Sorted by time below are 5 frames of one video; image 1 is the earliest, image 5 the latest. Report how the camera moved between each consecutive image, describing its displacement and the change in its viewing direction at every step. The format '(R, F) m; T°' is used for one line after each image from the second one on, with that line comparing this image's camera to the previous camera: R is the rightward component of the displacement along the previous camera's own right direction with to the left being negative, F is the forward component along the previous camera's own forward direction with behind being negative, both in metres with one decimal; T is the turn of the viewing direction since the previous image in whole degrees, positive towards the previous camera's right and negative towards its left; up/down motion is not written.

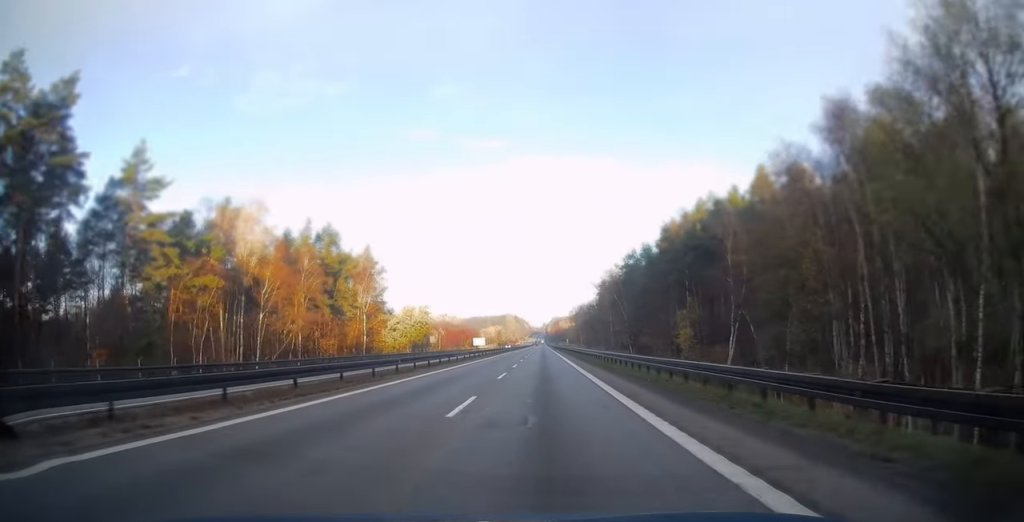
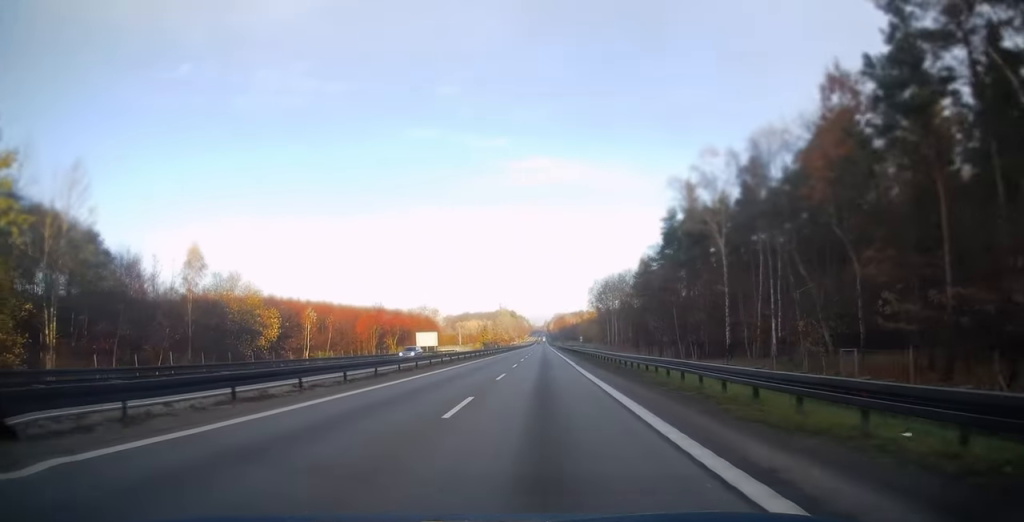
(+0.5, +95.3) m; 0°
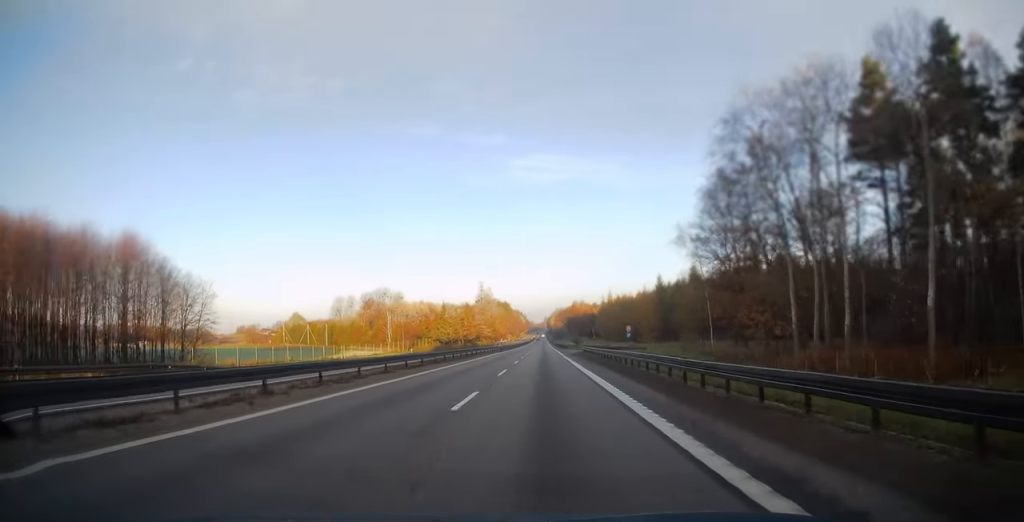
(+0.1, +106.0) m; 0°
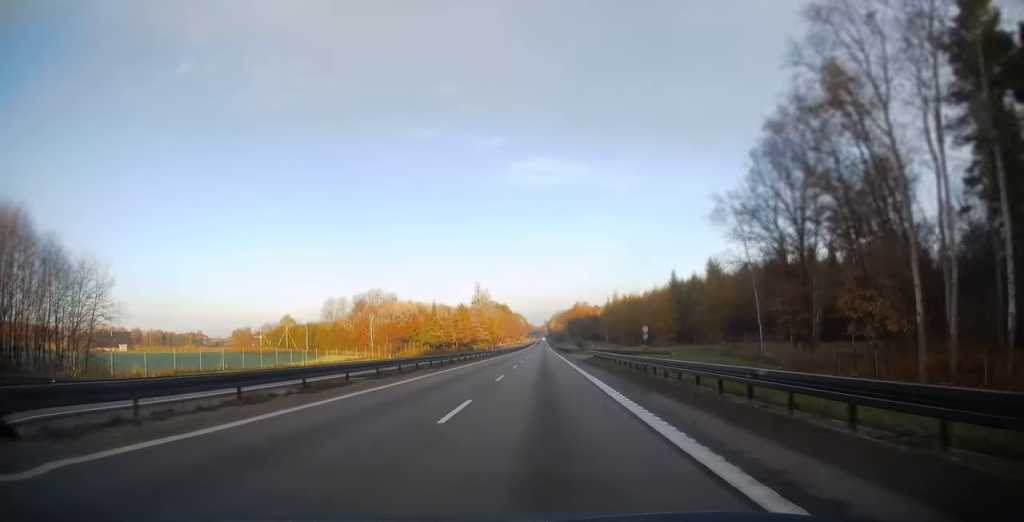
(0.0, +13.4) m; 0°
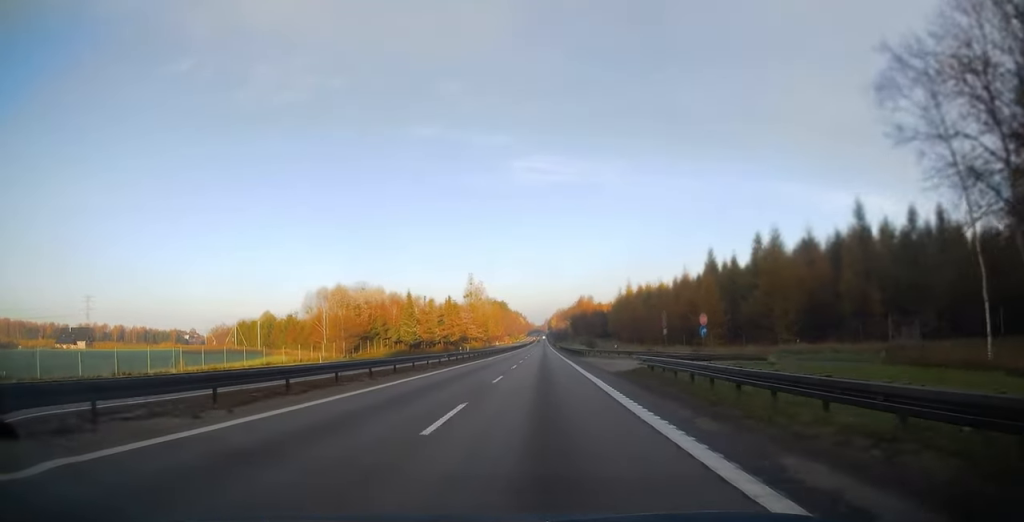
(+0.1, +25.2) m; 0°
